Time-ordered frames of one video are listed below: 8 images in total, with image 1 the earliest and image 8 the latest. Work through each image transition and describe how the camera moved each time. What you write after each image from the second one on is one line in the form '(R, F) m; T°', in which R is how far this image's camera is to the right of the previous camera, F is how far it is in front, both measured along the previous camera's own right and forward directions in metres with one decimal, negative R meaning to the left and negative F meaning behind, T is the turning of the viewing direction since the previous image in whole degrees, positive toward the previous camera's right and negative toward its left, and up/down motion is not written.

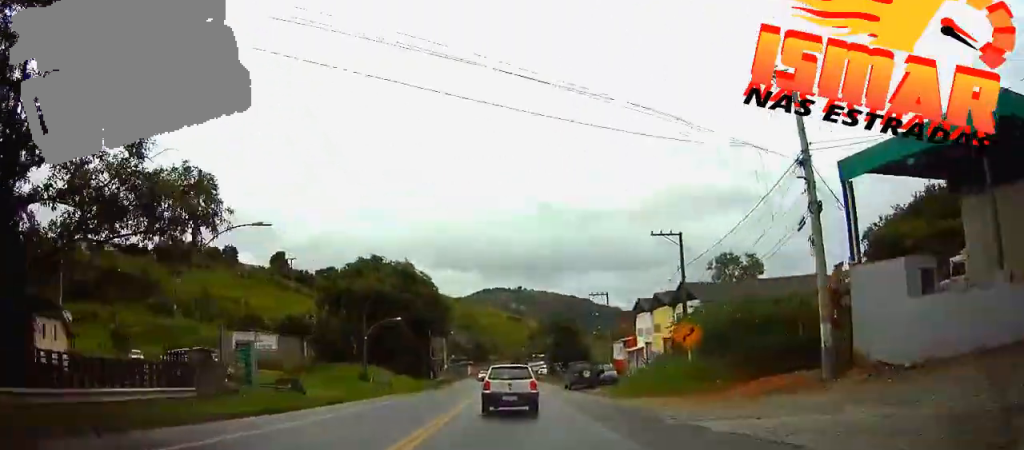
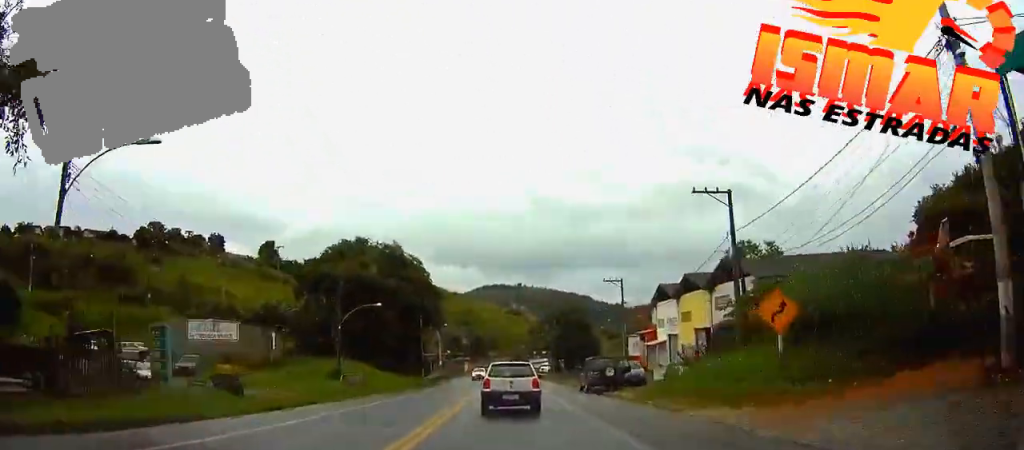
(0.0, +9.6) m; 0°
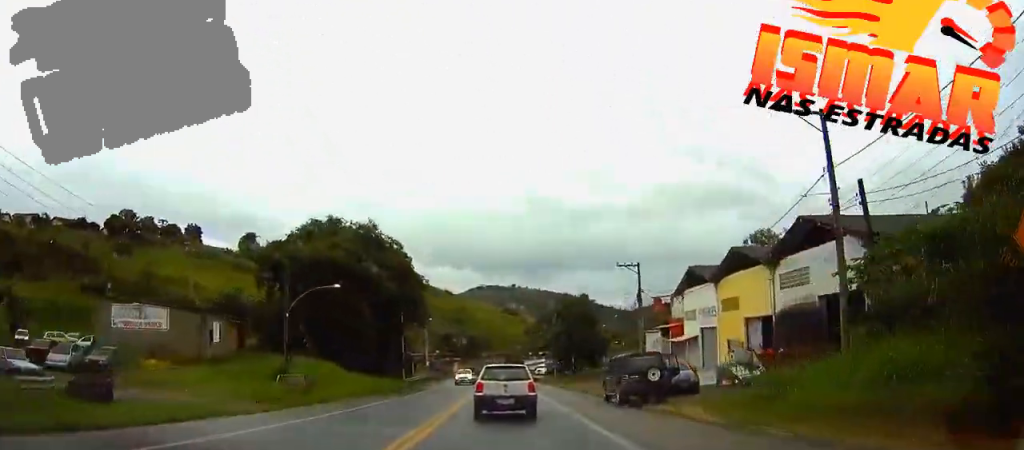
(+0.1, +11.2) m; 0°
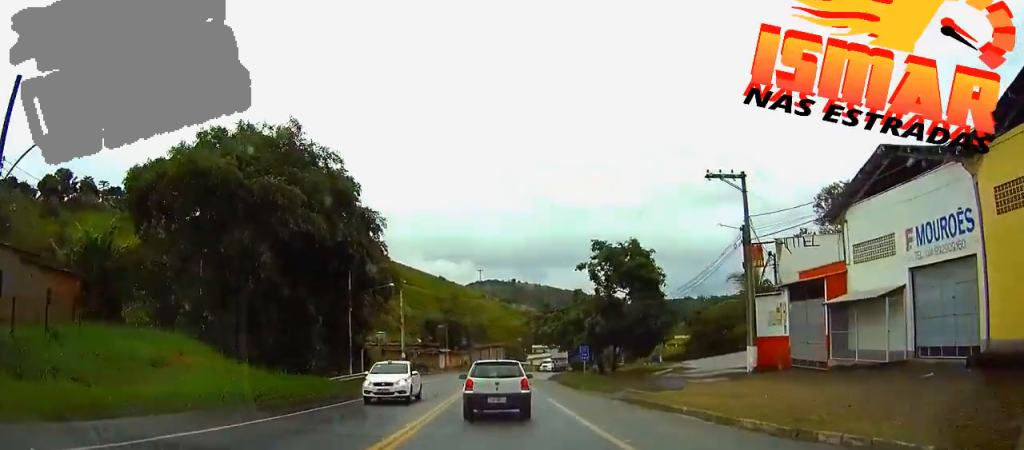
(-0.1, +26.2) m; 0°
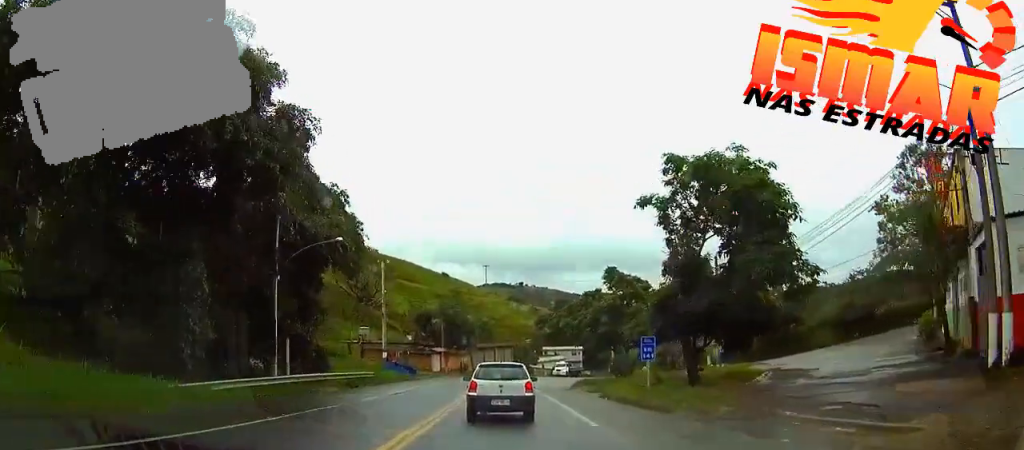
(0.0, +17.4) m; +1°
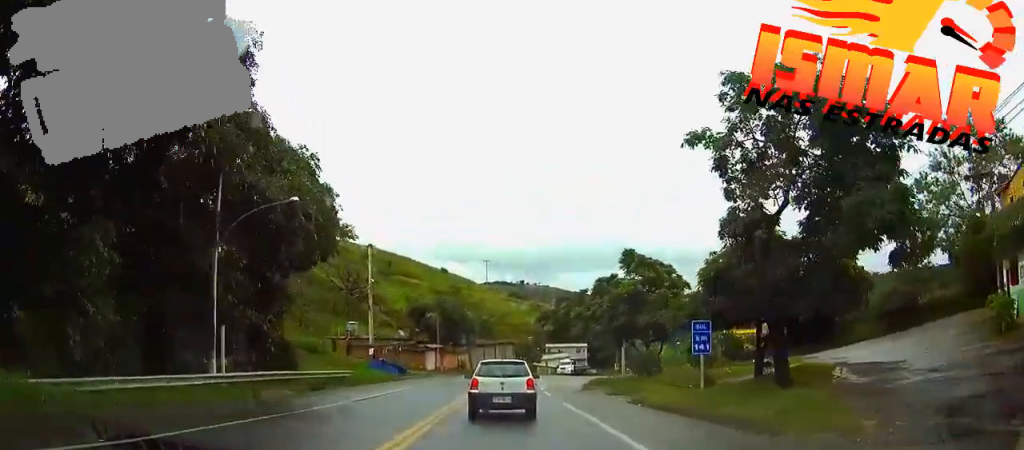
(+0.1, +7.3) m; 0°
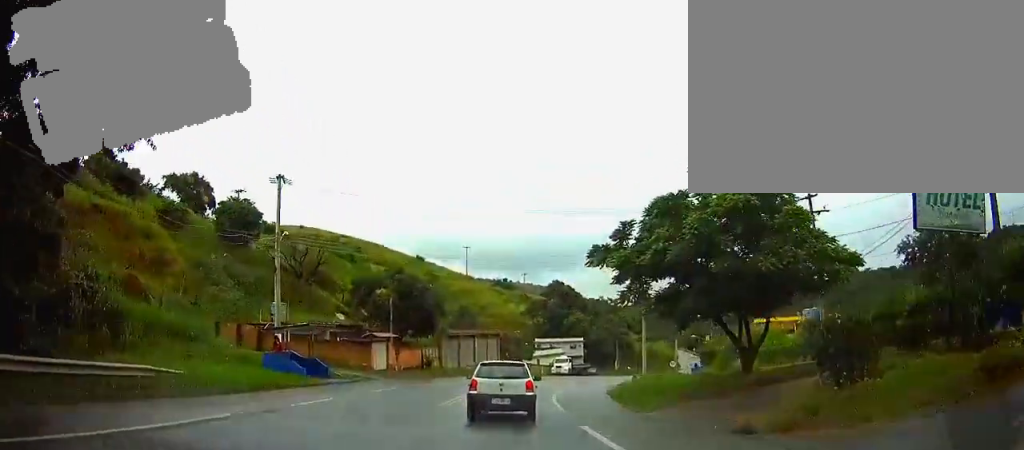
(+0.1, +22.0) m; +3°
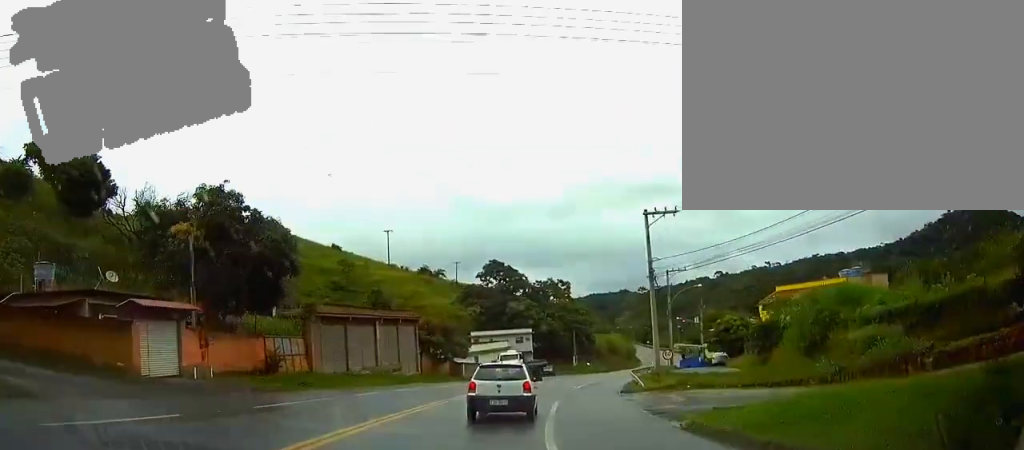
(+1.2, +26.2) m; +3°
